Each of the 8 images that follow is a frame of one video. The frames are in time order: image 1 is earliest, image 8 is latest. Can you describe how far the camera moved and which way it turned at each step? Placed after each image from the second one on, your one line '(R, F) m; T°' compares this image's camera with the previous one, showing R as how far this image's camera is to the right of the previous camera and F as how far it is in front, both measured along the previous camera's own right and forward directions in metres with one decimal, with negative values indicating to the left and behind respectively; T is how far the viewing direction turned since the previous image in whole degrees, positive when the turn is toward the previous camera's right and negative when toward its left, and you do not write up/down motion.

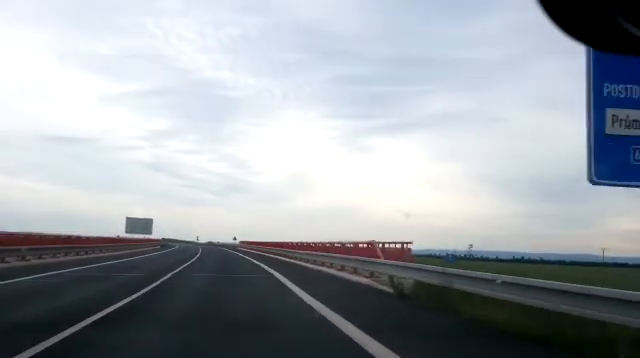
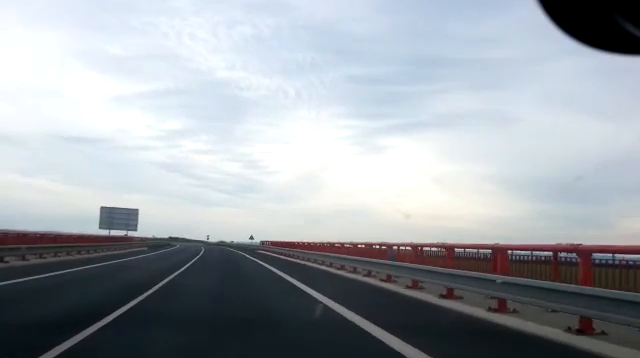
(-0.3, +25.3) m; +1°
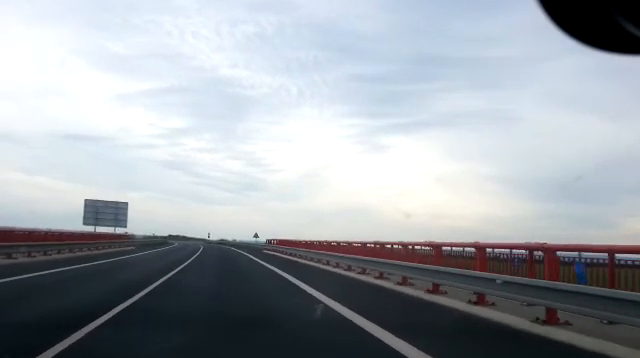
(+0.1, +7.9) m; 0°
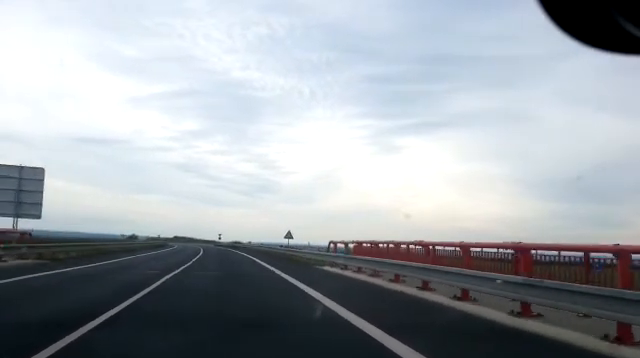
(-0.5, +27.8) m; -3°
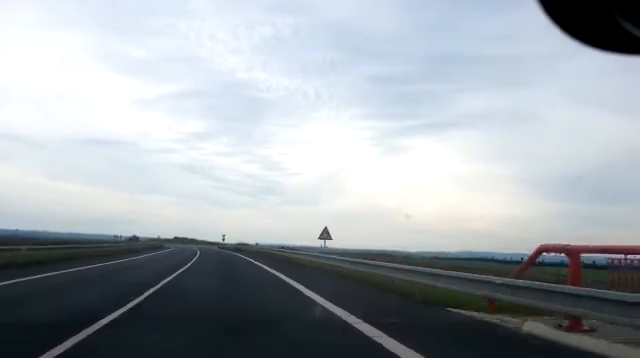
(-0.1, +15.4) m; 0°
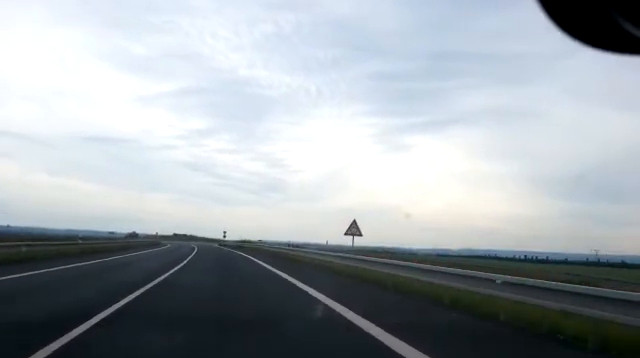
(0.0, +6.6) m; 0°
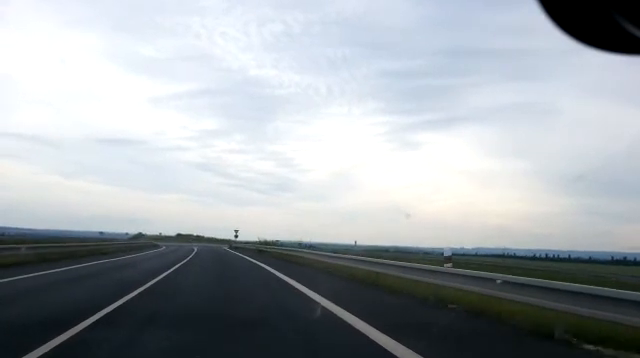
(+0.1, +21.7) m; -2°
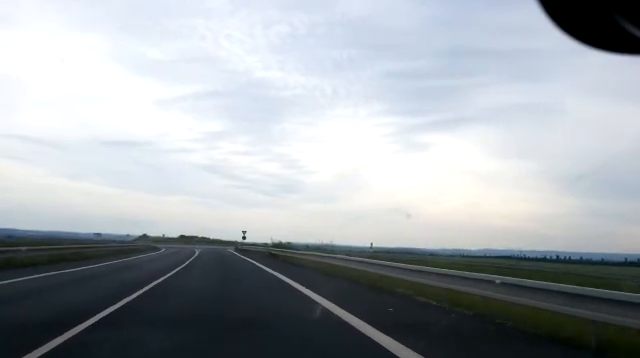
(-0.4, +8.4) m; -1°
